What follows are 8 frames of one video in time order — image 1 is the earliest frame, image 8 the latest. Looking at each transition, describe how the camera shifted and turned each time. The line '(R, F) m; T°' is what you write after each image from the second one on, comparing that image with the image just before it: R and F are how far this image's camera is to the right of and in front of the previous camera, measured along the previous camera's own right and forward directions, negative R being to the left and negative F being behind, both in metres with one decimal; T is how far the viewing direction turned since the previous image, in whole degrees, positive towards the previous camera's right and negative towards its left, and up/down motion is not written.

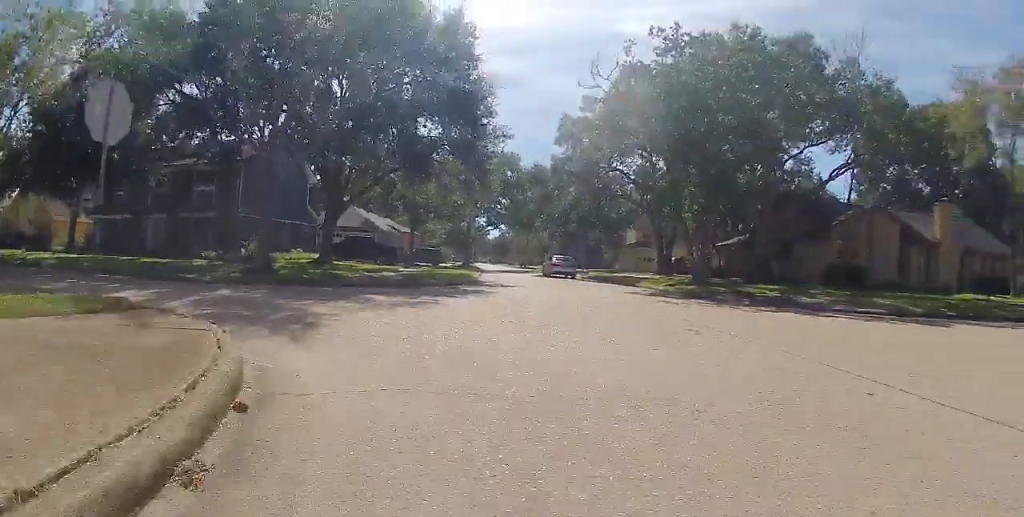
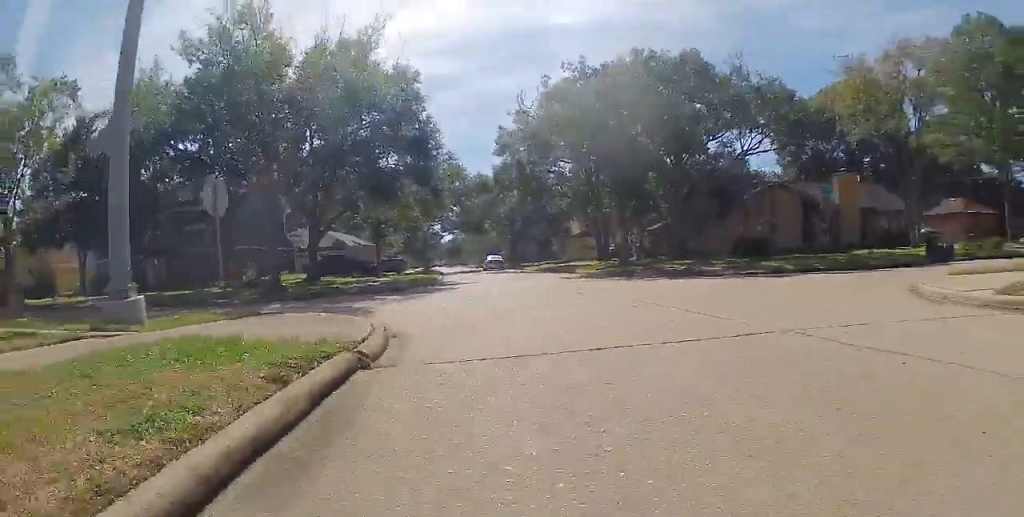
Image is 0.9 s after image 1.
(0.0, +4.6) m; +1°
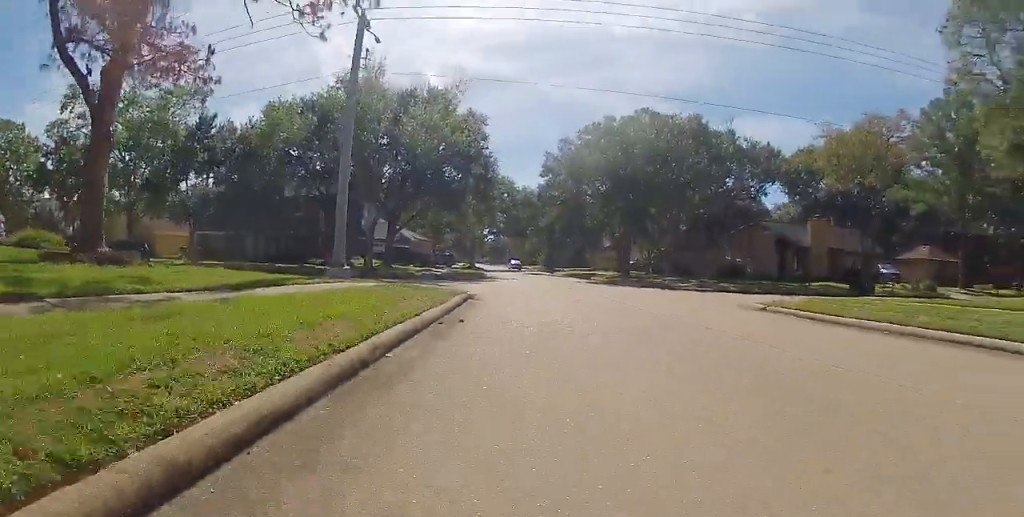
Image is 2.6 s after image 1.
(+0.4, +8.7) m; +4°
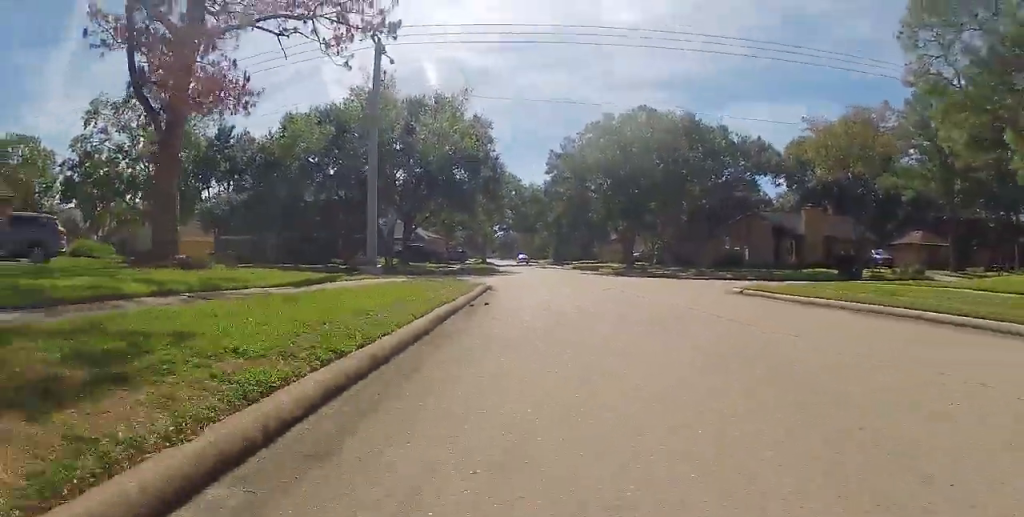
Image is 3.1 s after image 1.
(0.0, +2.6) m; 0°
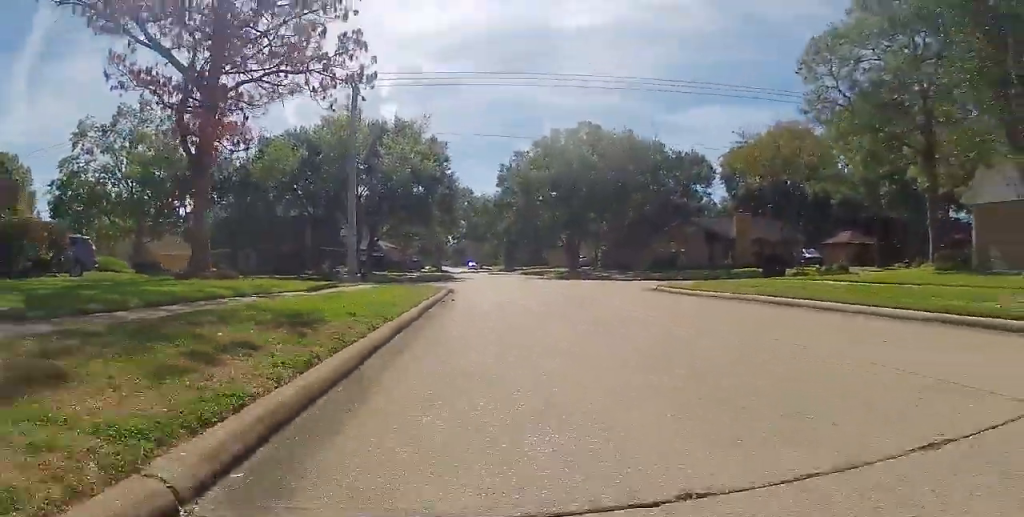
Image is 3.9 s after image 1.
(0.0, +4.4) m; 0°
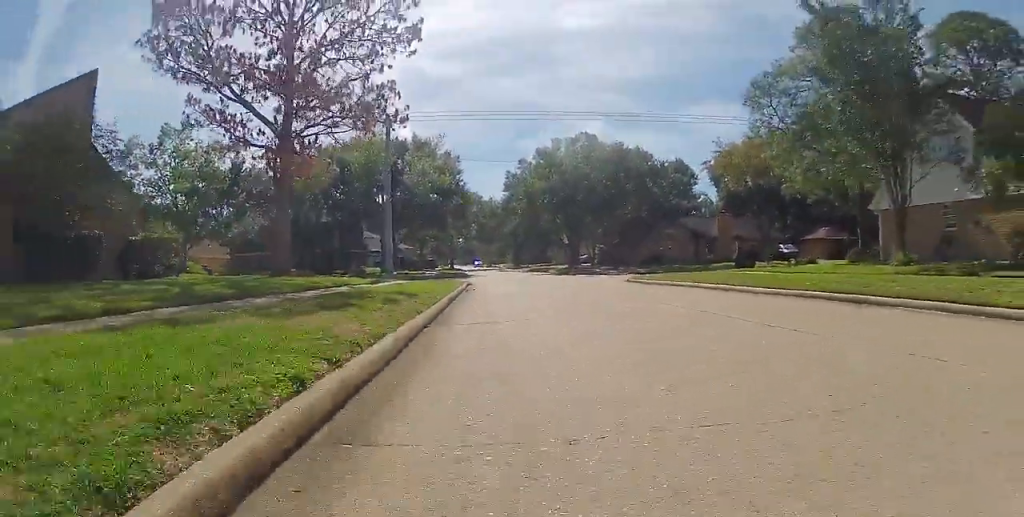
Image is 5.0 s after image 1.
(0.0, +7.0) m; +1°
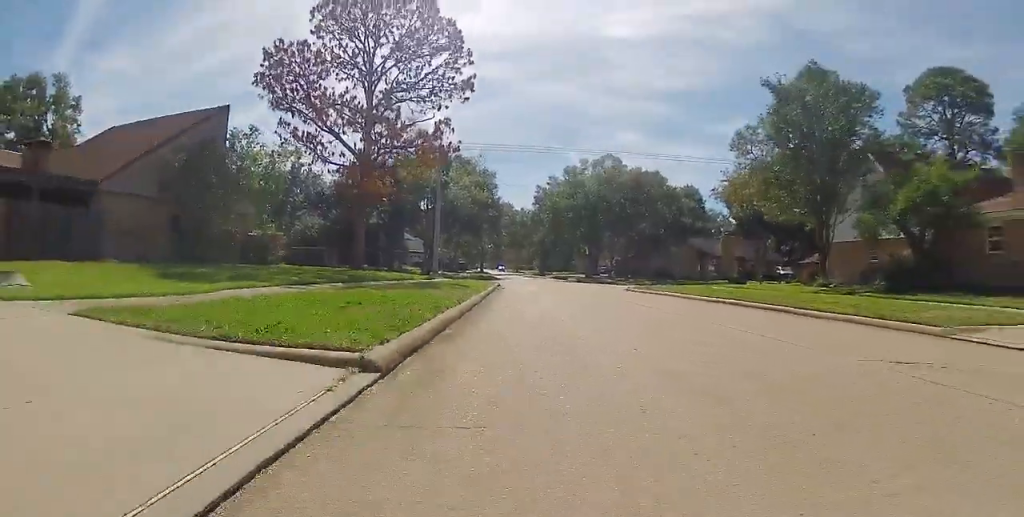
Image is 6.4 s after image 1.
(+0.3, +8.1) m; +2°
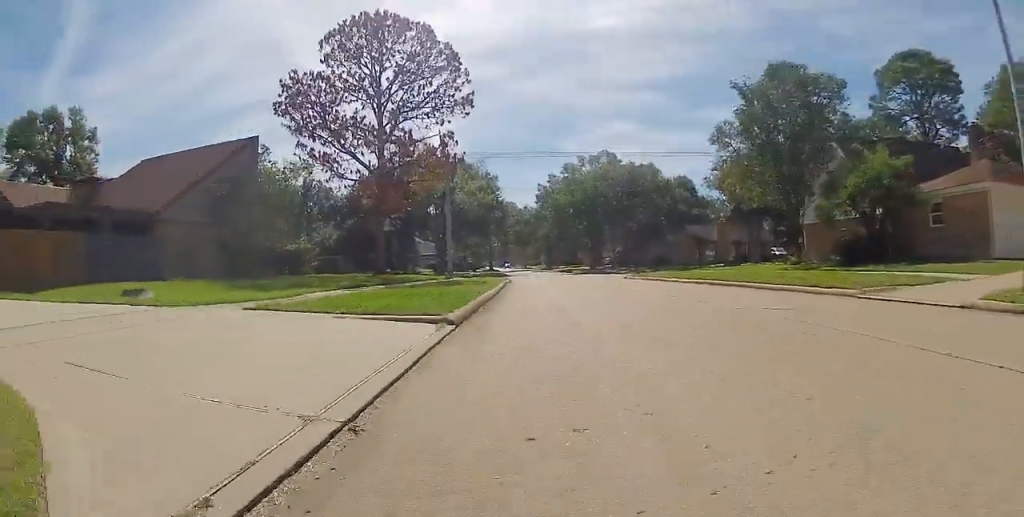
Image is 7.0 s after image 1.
(+0.2, +3.8) m; -1°
